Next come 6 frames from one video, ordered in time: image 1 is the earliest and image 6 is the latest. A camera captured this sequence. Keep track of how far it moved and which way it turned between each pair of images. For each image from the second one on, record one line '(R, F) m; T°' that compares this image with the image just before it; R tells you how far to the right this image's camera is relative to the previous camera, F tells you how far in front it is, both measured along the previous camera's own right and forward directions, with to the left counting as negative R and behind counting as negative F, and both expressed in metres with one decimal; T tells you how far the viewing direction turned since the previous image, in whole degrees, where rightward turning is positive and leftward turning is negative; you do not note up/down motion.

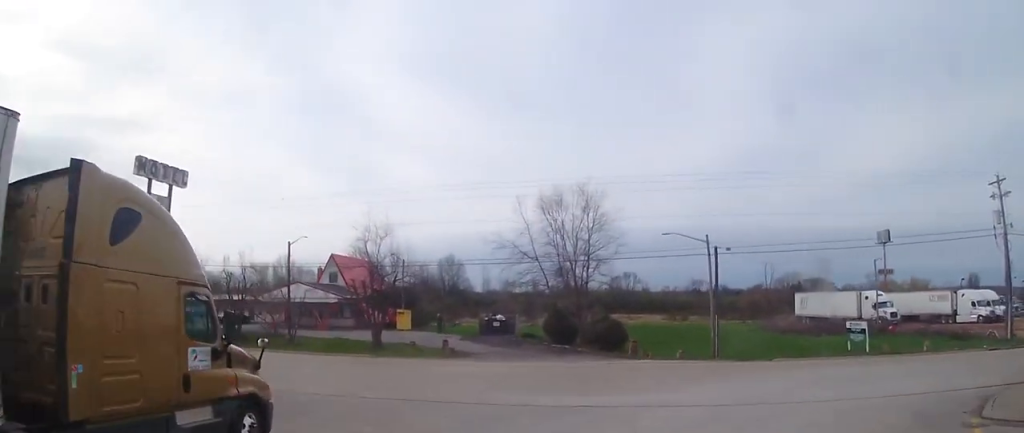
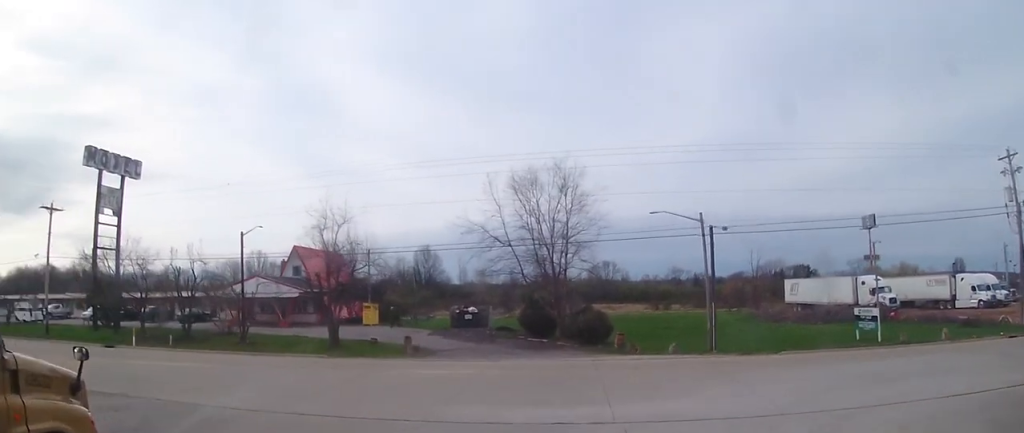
(0.0, +4.7) m; +2°
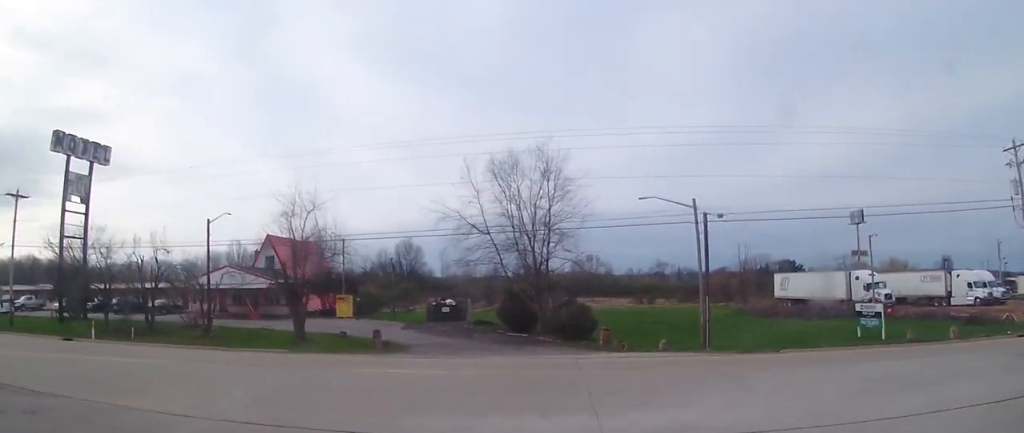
(0.0, +2.6) m; +3°
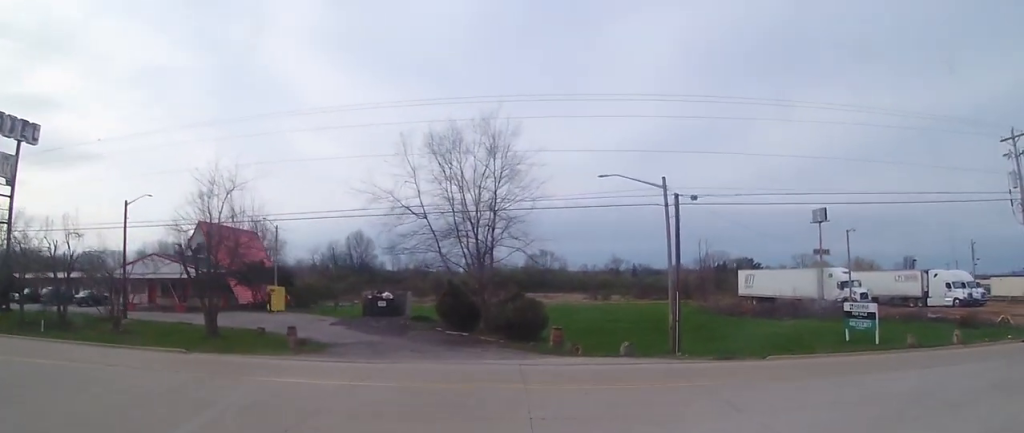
(+0.4, +5.5) m; +7°
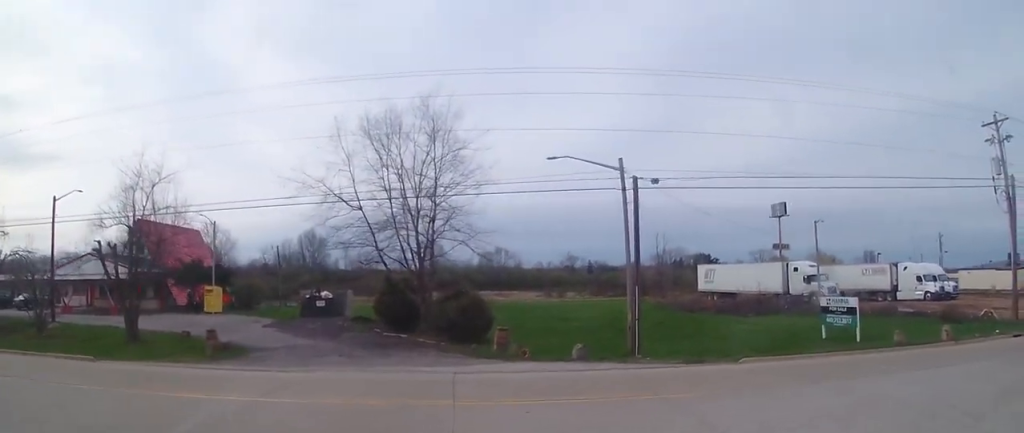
(+0.2, +3.3) m; +7°
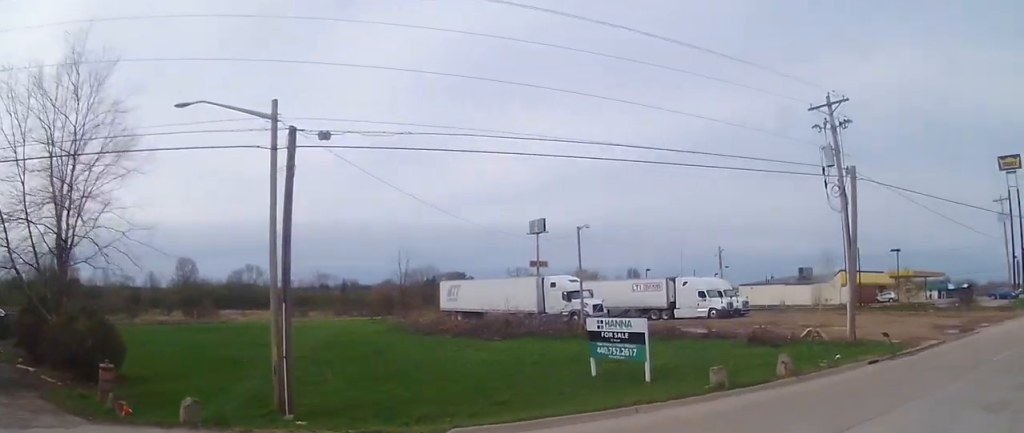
(+1.1, +6.3) m; +28°
